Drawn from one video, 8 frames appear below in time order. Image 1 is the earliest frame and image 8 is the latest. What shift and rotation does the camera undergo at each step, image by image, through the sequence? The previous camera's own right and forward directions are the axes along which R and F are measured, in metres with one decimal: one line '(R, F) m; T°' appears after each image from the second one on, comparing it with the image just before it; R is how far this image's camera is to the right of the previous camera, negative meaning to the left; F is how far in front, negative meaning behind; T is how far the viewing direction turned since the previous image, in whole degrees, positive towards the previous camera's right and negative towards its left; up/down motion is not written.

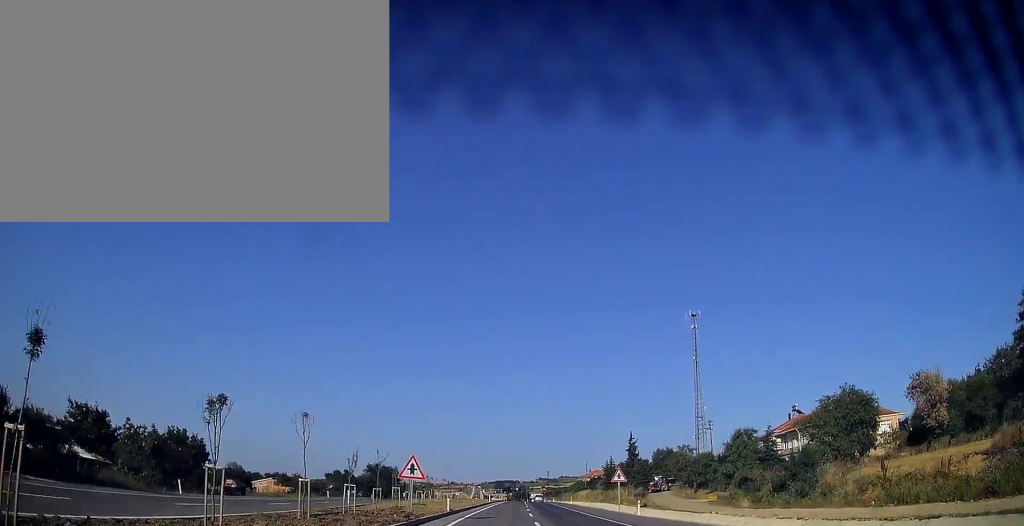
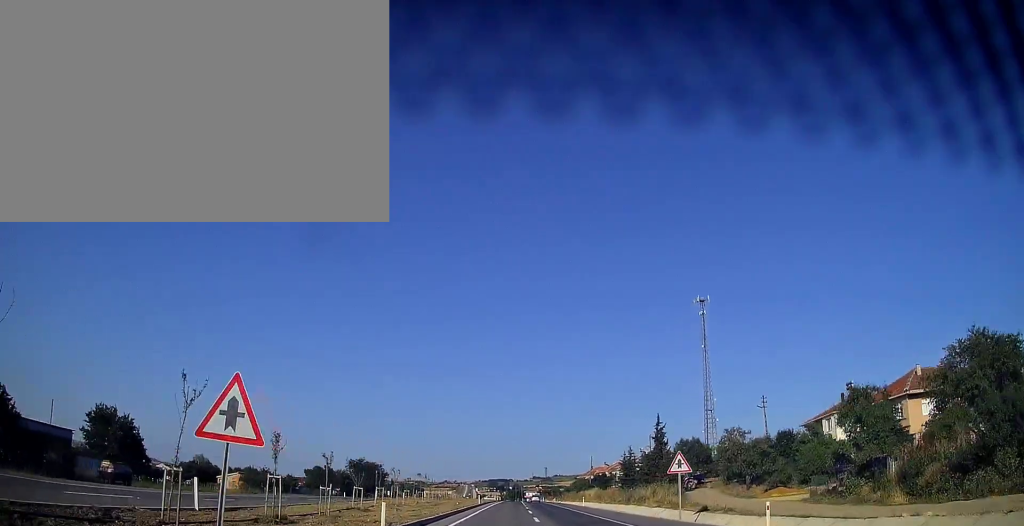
(+0.1, +18.7) m; +1°
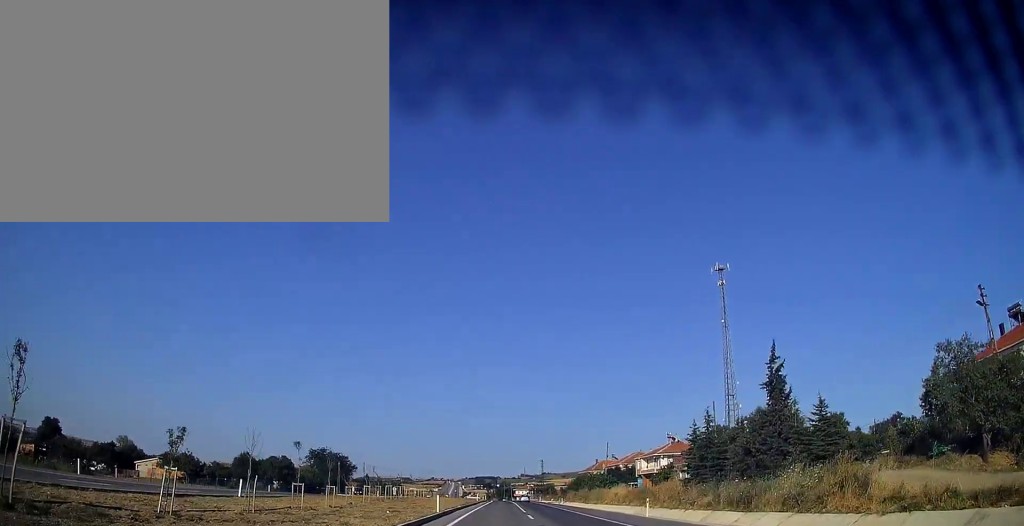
(+0.3, +33.4) m; +1°
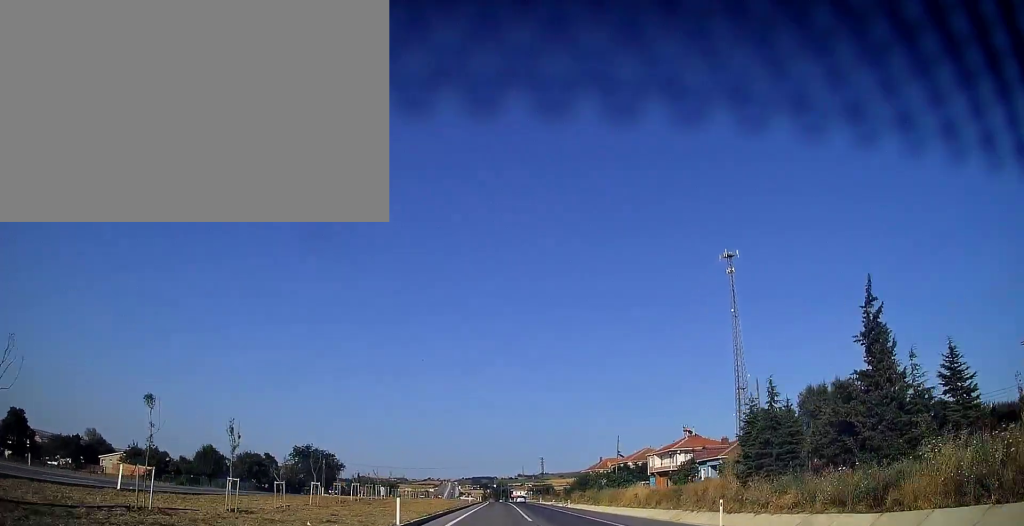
(0.0, +11.8) m; 0°
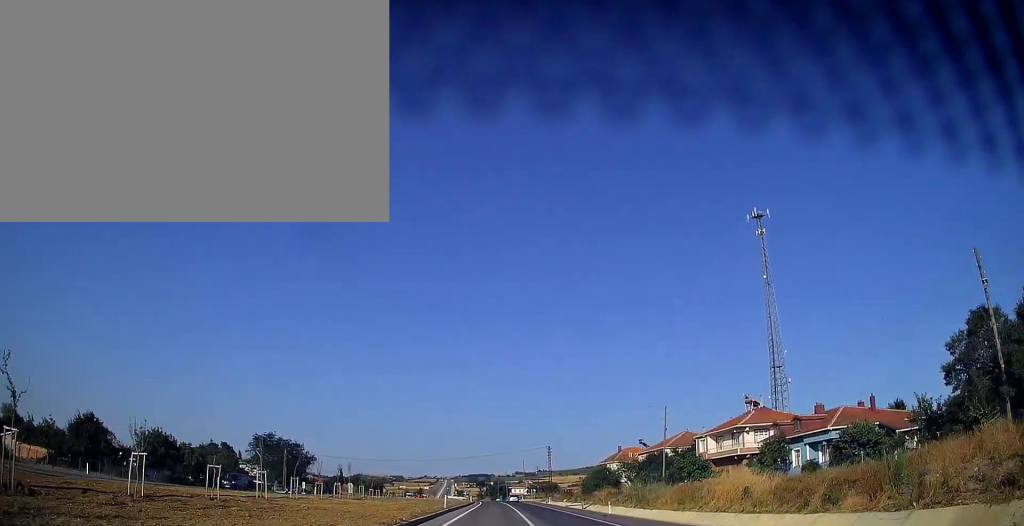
(0.0, +27.6) m; 0°
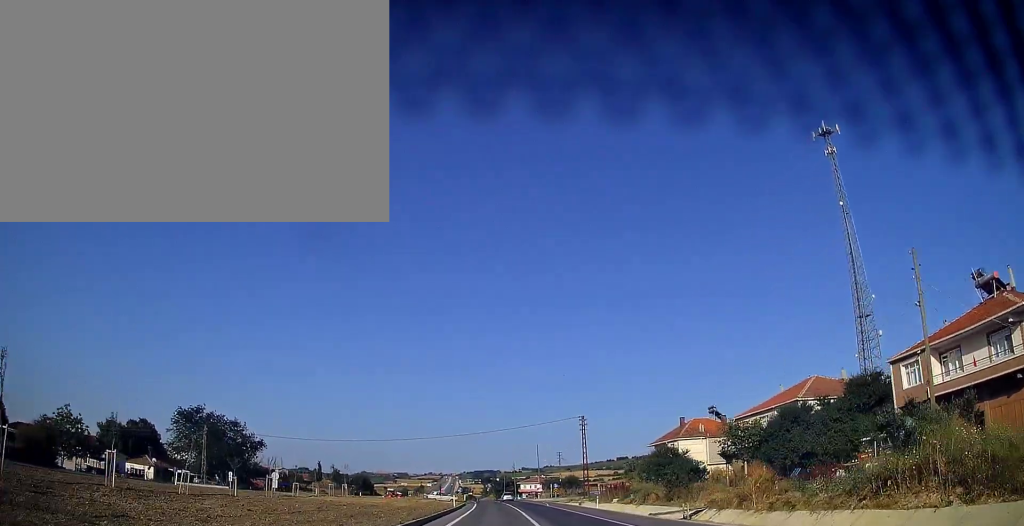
(0.0, +40.3) m; -1°
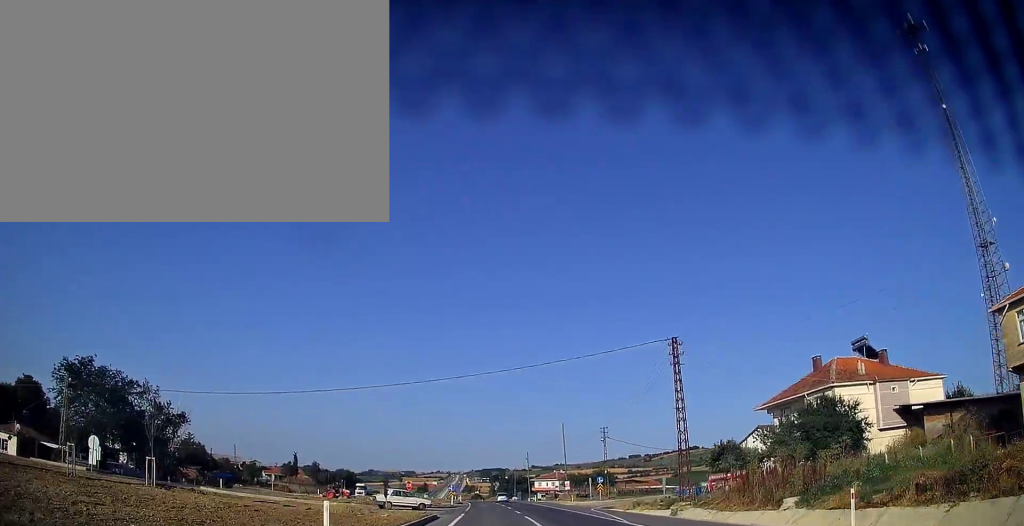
(-0.4, +36.5) m; -1°
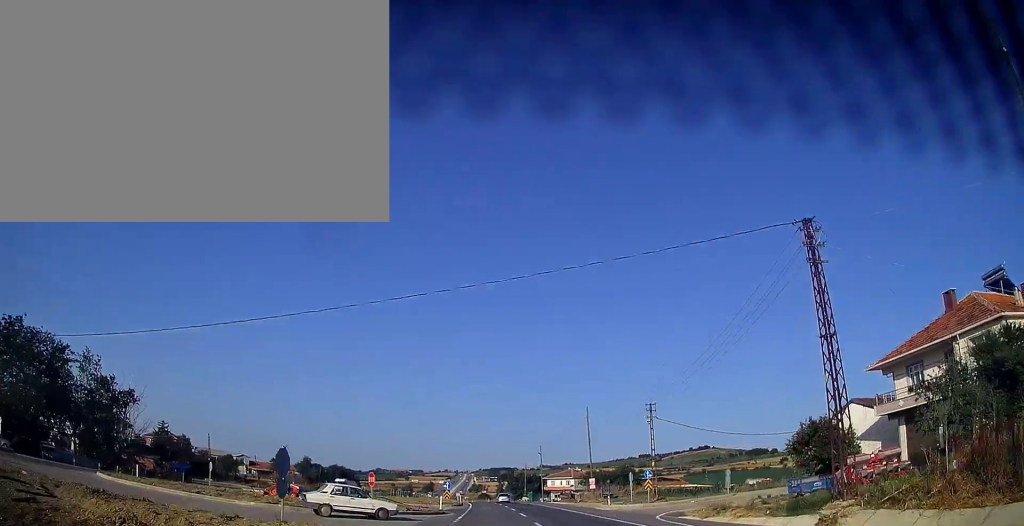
(+0.1, +16.7) m; -1°
